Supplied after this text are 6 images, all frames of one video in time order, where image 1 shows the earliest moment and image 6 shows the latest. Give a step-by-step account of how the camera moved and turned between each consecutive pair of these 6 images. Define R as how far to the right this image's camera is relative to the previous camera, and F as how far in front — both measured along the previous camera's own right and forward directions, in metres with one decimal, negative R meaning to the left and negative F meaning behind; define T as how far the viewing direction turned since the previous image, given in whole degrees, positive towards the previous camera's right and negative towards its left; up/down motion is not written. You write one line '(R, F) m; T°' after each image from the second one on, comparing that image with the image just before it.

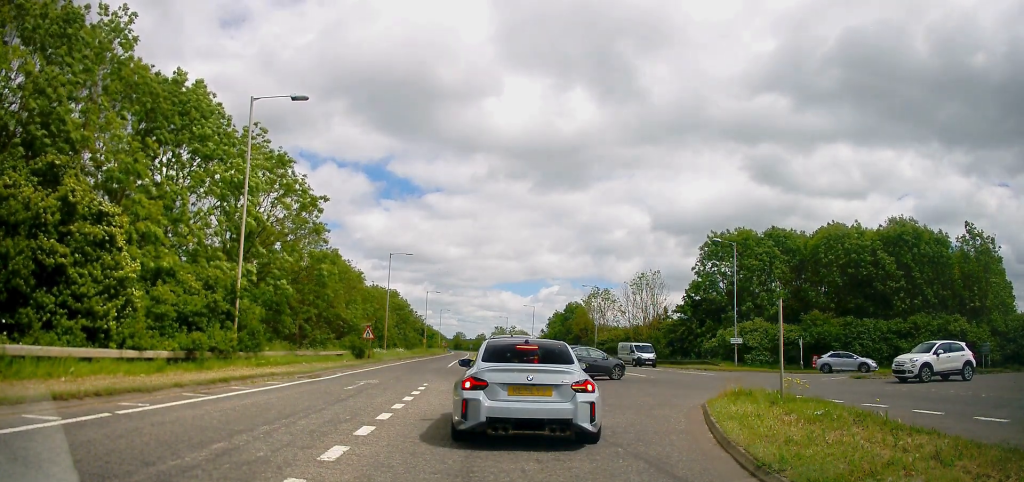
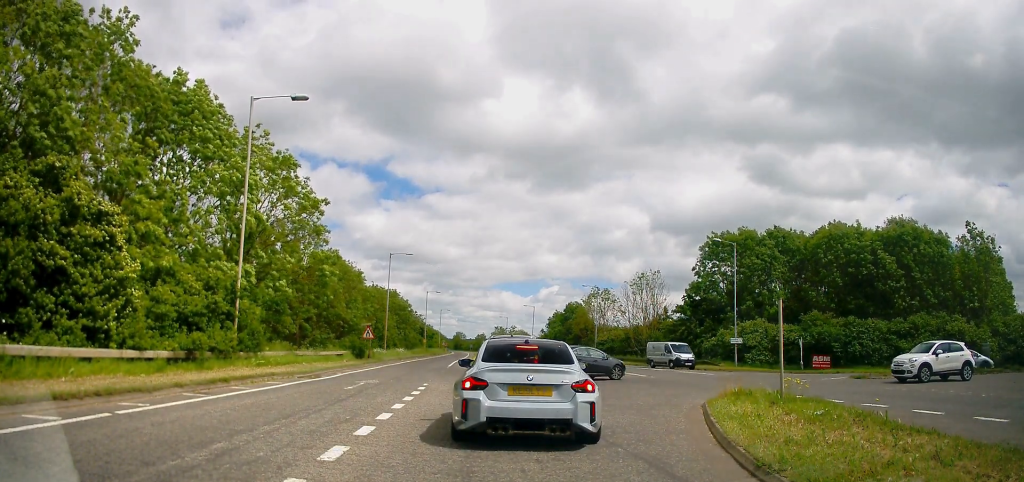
(0.0, 0.0) m; 0°
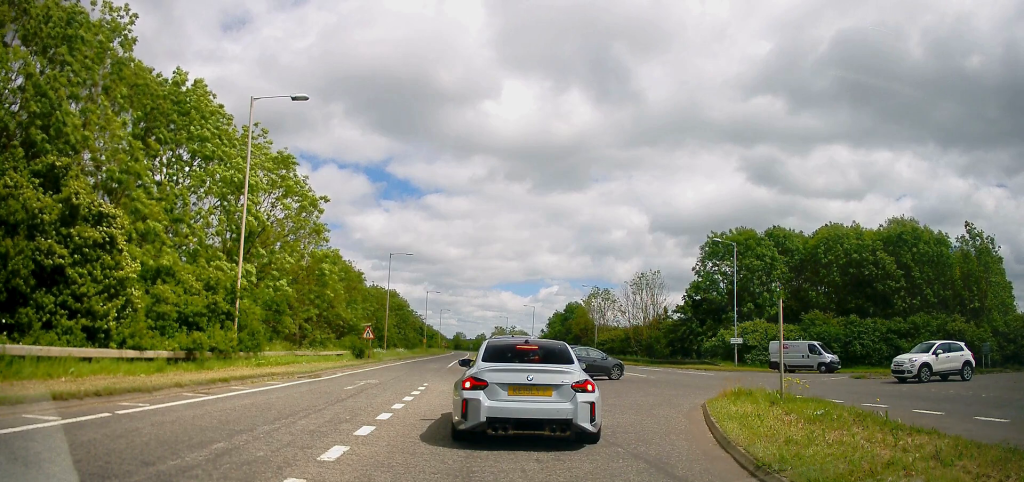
(0.0, 0.0) m; 0°
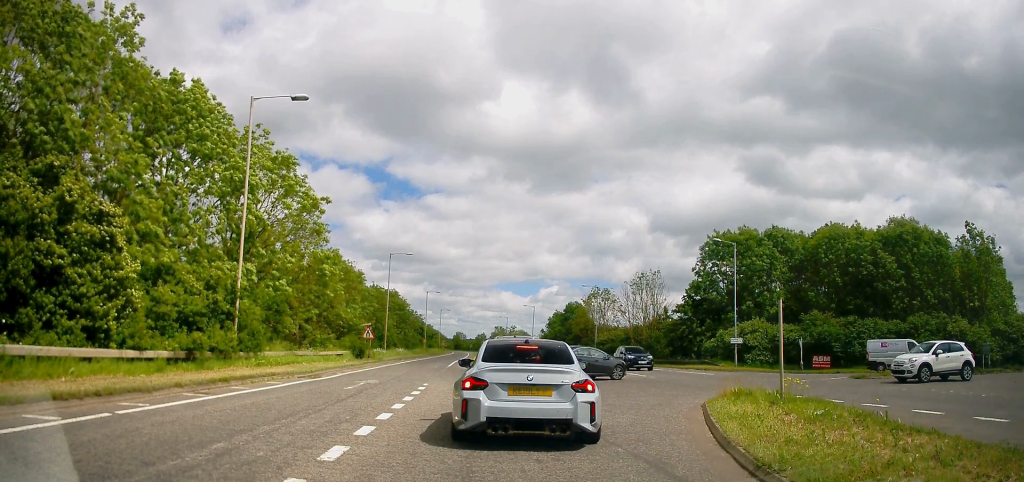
(0.0, 0.0) m; 0°
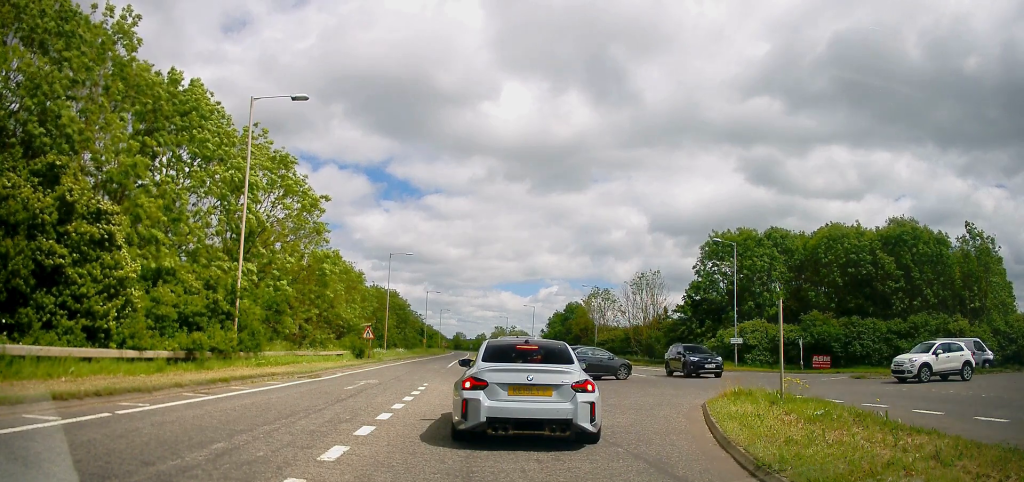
(0.0, 0.0) m; 0°
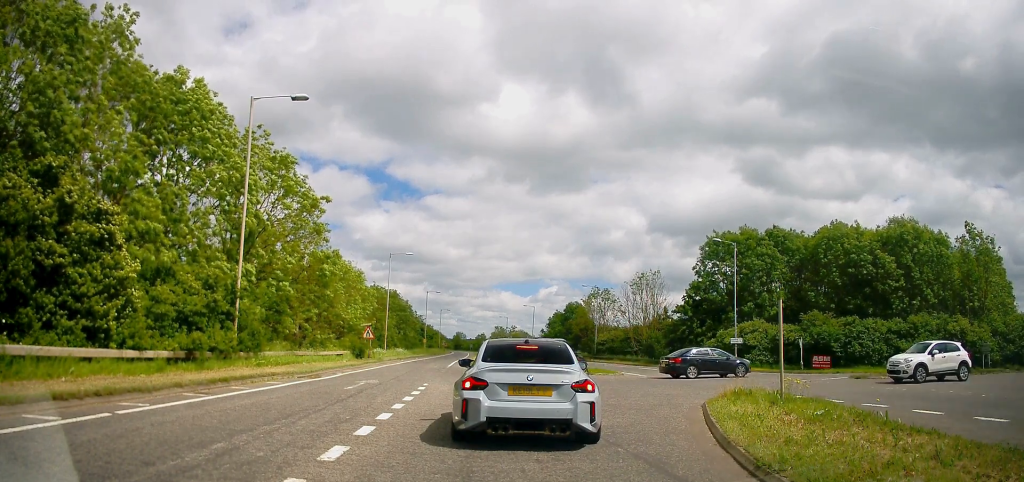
(0.0, 0.0) m; 0°
